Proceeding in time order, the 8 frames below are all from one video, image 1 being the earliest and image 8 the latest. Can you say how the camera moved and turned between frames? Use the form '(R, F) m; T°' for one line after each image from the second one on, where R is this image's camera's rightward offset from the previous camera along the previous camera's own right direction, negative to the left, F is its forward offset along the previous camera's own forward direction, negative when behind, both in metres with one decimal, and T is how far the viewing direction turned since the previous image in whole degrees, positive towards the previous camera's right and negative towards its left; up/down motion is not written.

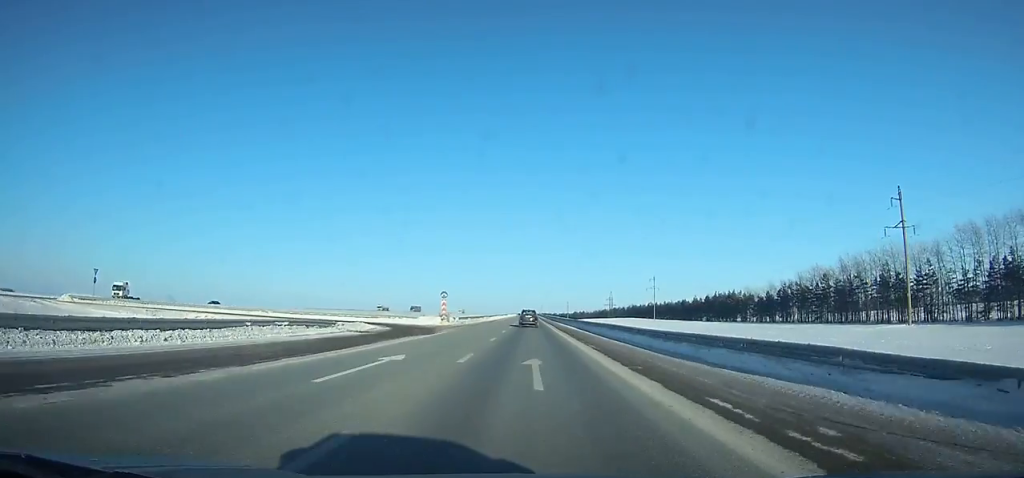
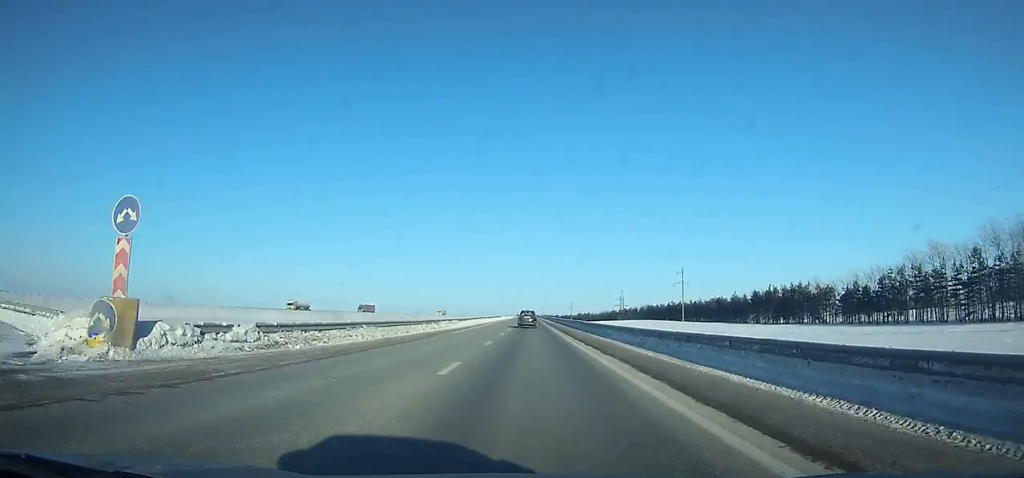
(-0.1, +50.4) m; 0°
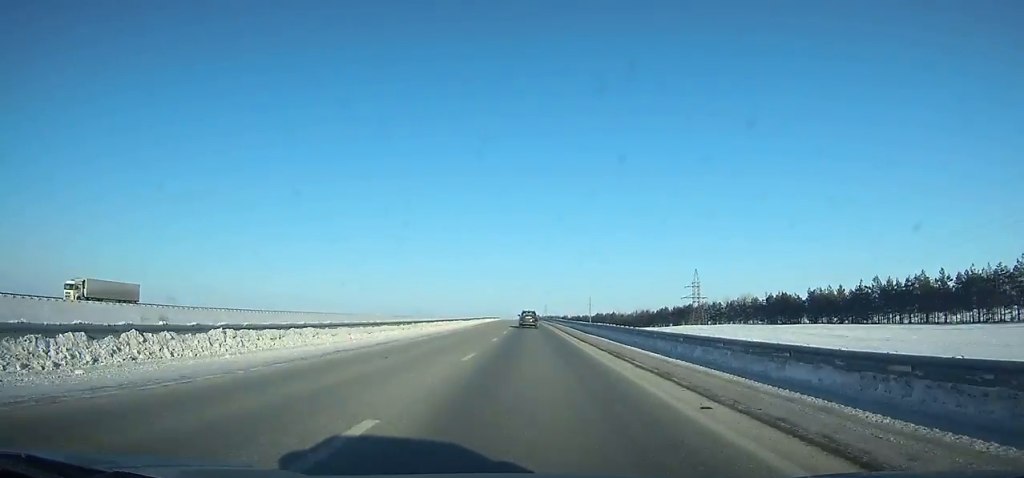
(-0.2, +174.5) m; 0°
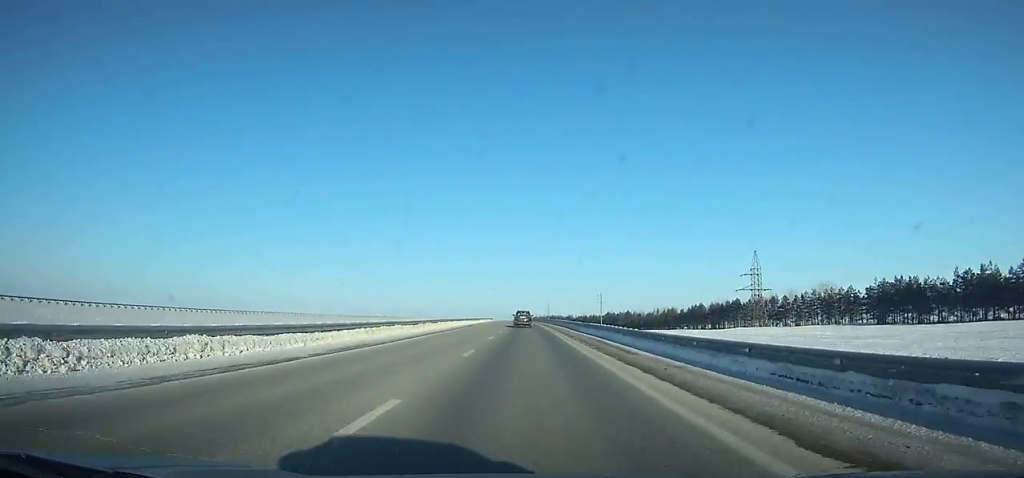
(+0.1, +58.7) m; 0°
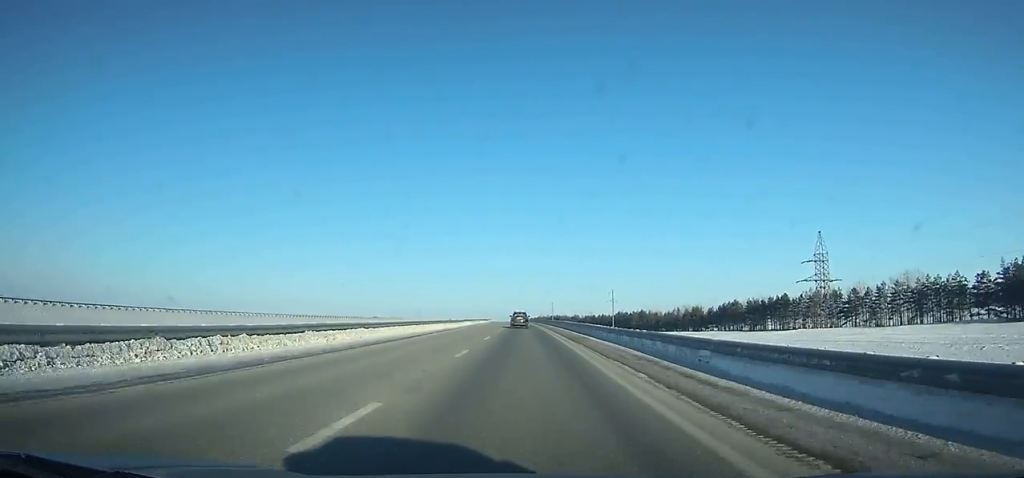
(0.0, +36.1) m; 0°
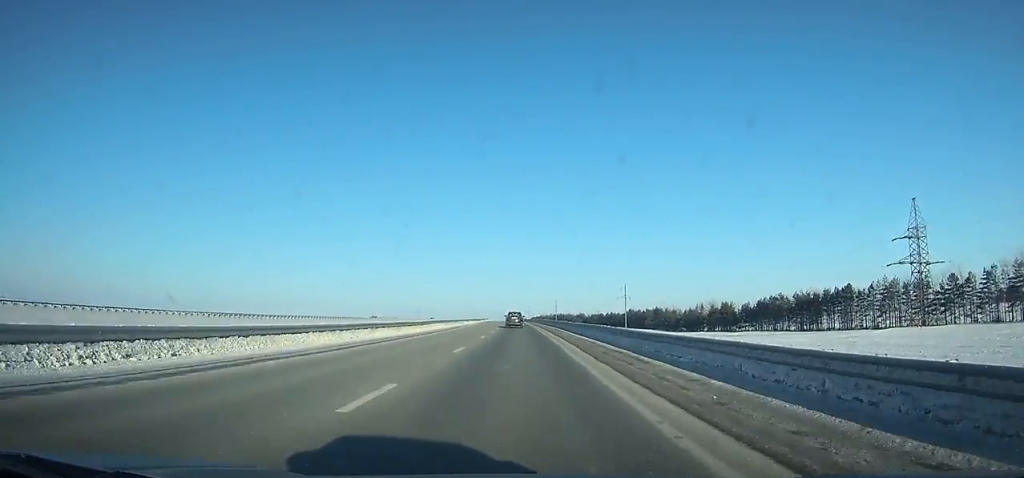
(+0.1, +33.4) m; 0°
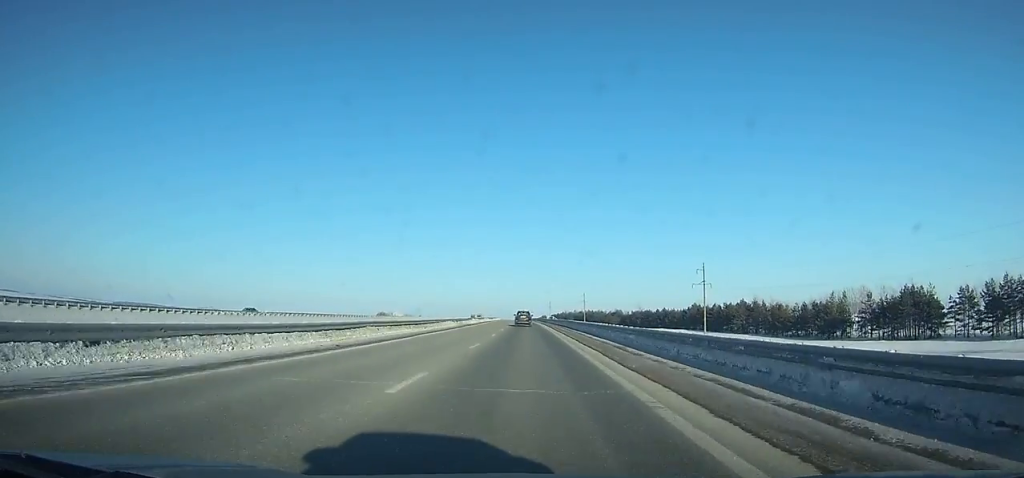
(-1.3, +94.1) m; -1°
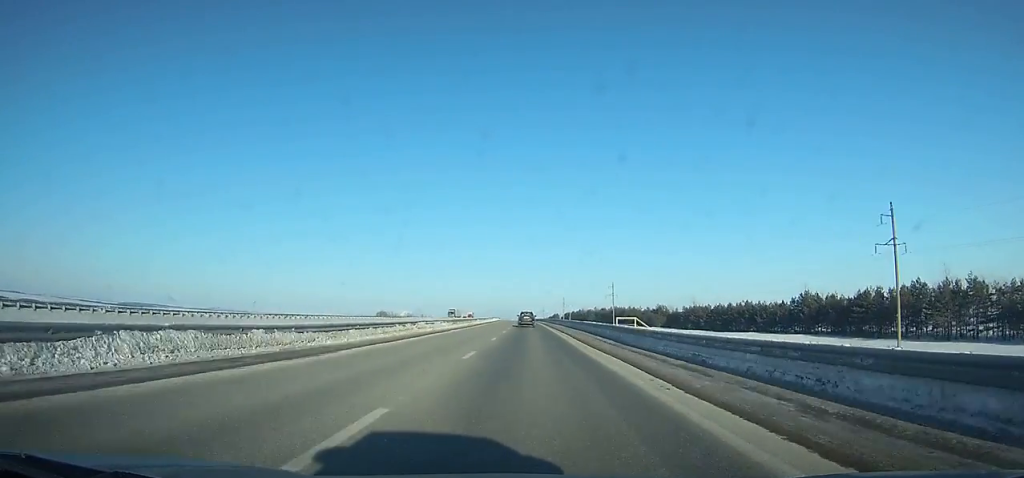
(-0.9, +87.7) m; -1°
